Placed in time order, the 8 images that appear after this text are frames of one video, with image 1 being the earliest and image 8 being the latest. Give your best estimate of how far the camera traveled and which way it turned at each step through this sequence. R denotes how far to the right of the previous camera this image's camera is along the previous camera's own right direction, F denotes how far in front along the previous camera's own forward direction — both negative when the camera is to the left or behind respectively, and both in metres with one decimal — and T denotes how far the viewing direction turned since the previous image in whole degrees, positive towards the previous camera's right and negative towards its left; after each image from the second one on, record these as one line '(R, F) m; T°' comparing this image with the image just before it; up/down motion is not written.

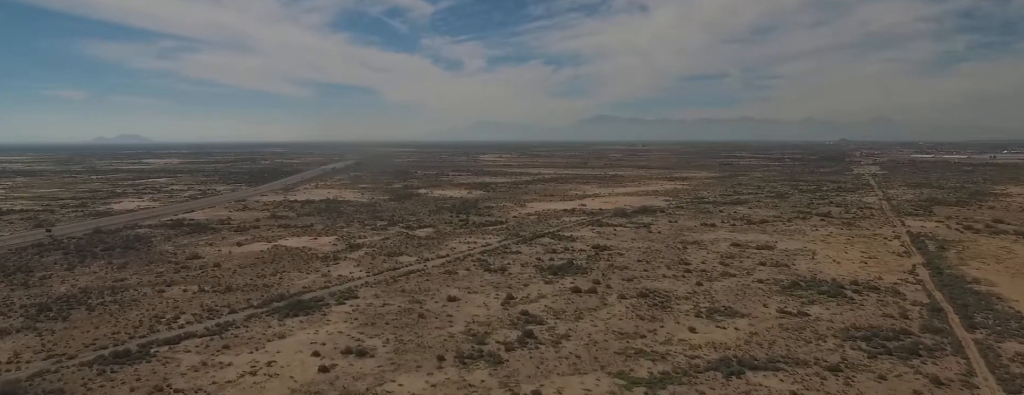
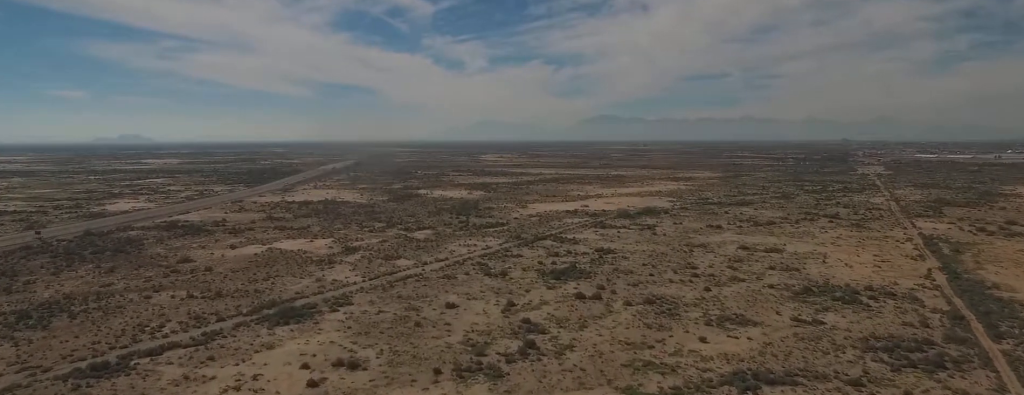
(0.0, +8.8) m; 0°
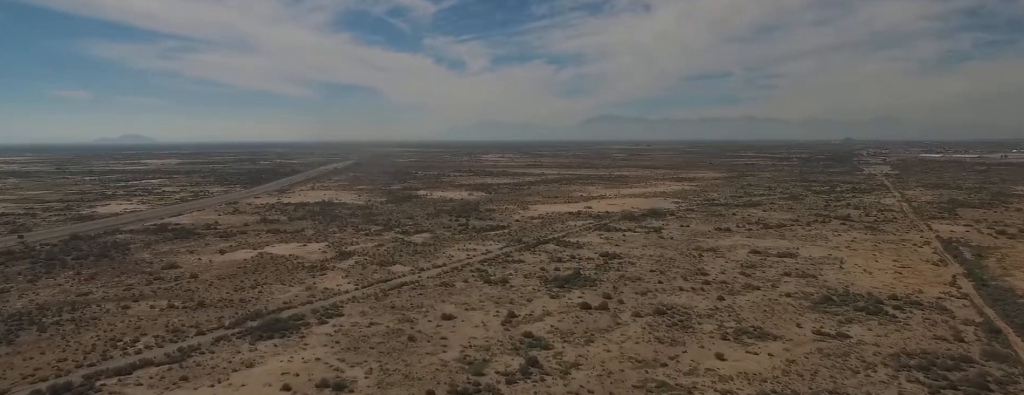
(0.0, +13.1) m; 0°
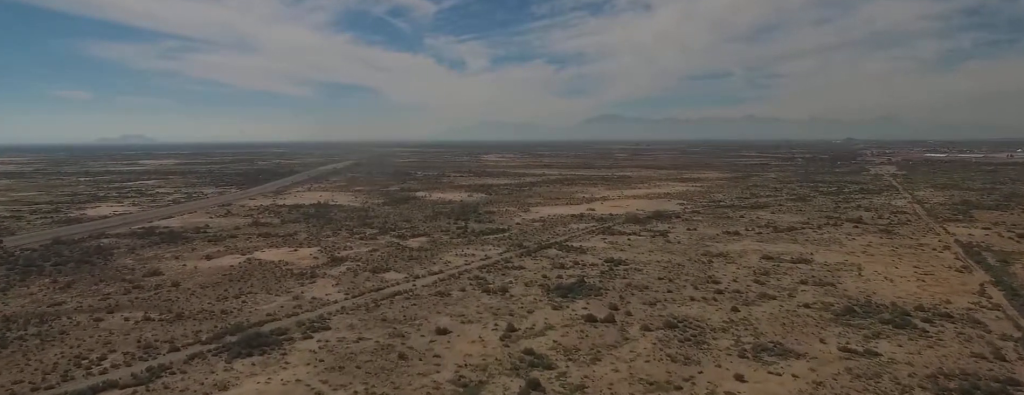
(0.0, +13.7) m; 0°
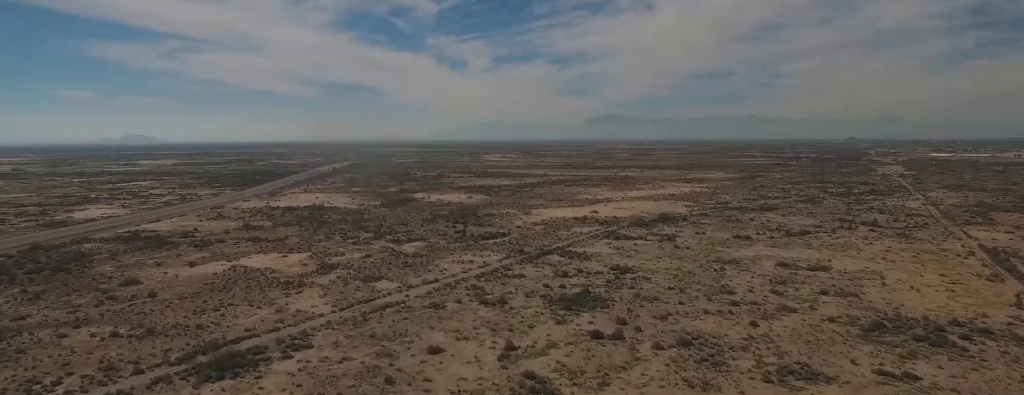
(0.0, +15.3) m; 0°
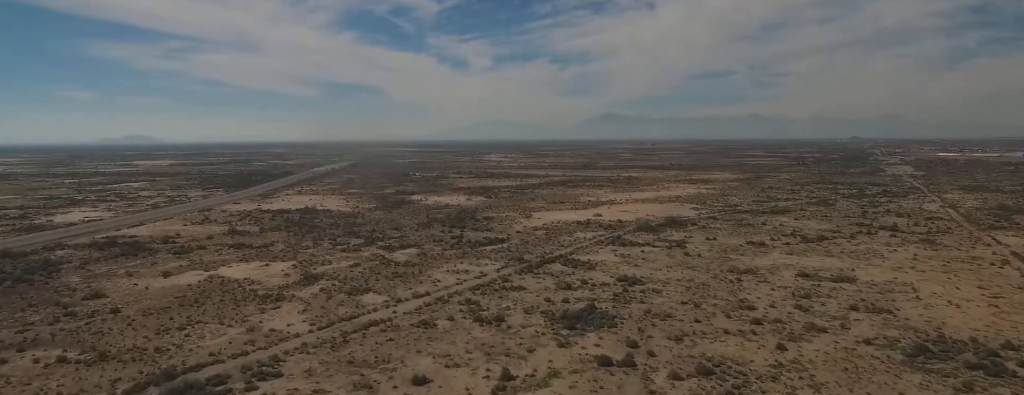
(-0.1, +19.6) m; -1°
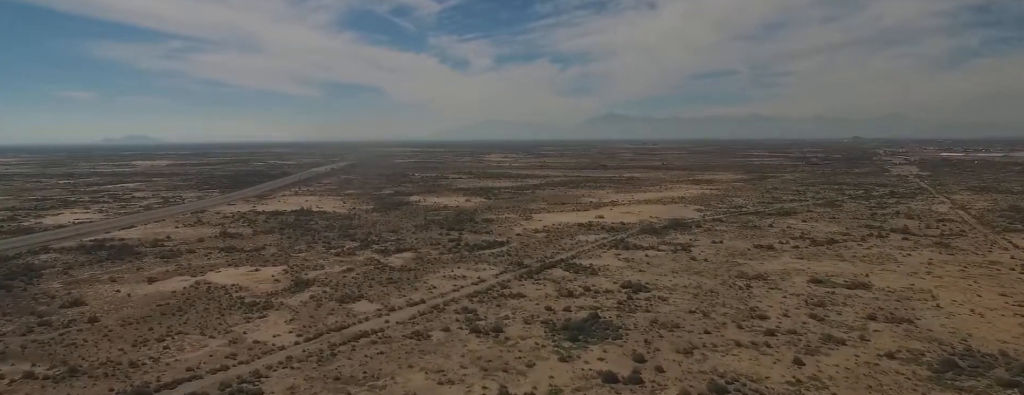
(0.0, +10.1) m; 0°
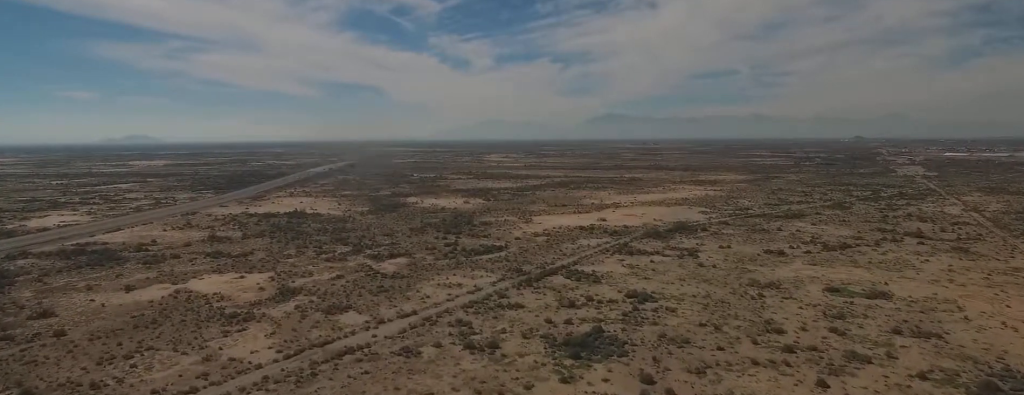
(-0.1, +12.8) m; 0°
